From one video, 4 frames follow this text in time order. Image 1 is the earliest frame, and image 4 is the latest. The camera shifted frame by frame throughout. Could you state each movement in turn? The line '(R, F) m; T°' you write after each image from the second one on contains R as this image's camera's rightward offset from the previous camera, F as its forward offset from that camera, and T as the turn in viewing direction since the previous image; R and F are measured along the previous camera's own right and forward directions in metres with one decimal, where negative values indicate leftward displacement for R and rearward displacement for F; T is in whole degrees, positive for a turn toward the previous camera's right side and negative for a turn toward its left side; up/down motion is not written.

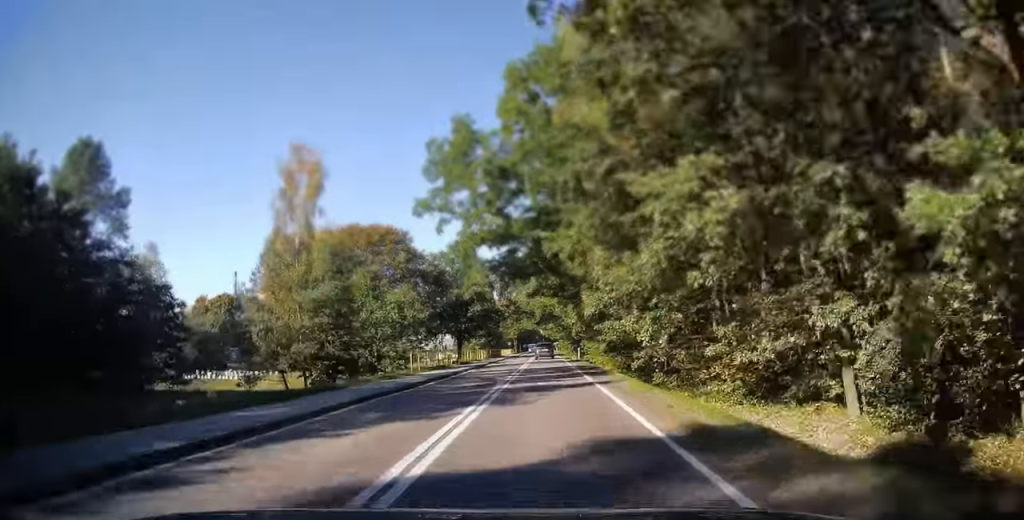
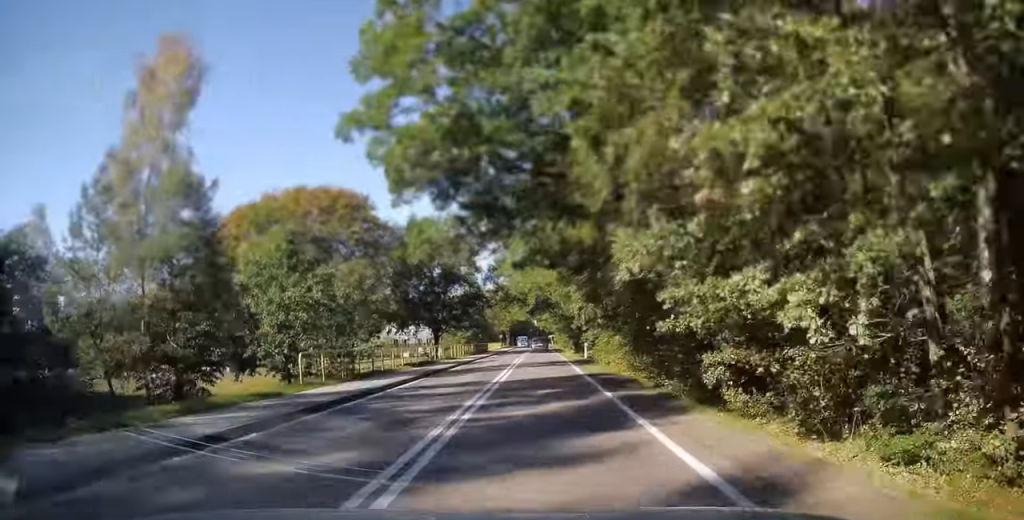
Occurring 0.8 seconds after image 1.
(-0.1, +14.0) m; 0°
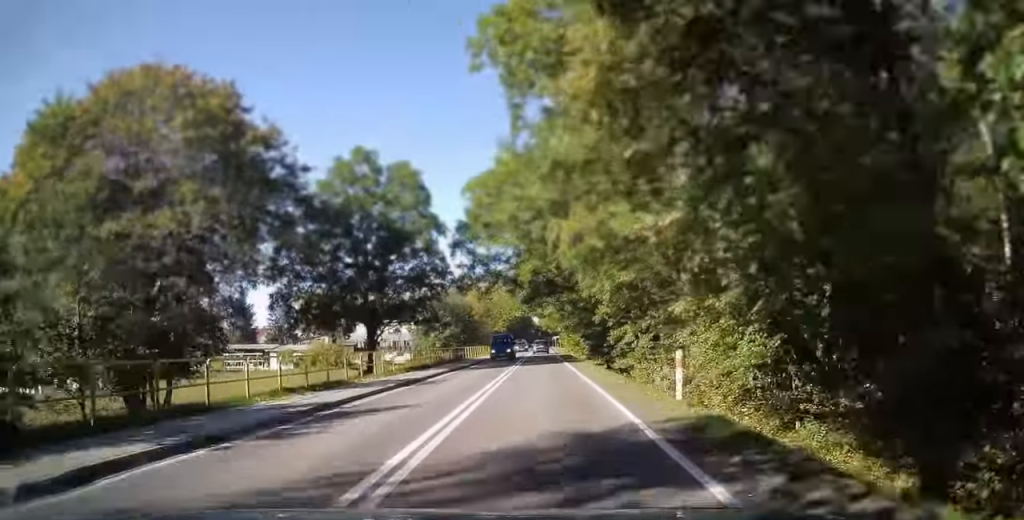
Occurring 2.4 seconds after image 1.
(+0.1, +26.2) m; 0°
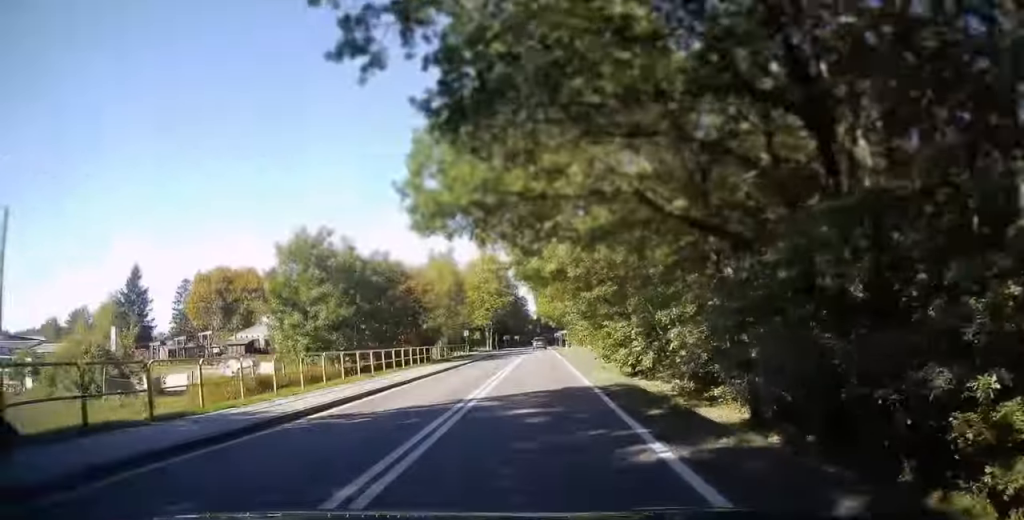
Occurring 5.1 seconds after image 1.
(0.0, +45.0) m; 0°
